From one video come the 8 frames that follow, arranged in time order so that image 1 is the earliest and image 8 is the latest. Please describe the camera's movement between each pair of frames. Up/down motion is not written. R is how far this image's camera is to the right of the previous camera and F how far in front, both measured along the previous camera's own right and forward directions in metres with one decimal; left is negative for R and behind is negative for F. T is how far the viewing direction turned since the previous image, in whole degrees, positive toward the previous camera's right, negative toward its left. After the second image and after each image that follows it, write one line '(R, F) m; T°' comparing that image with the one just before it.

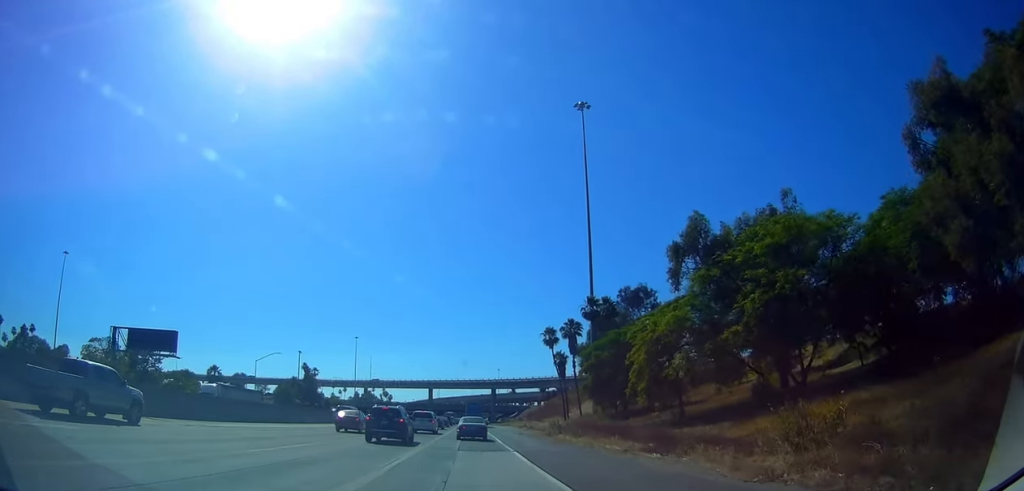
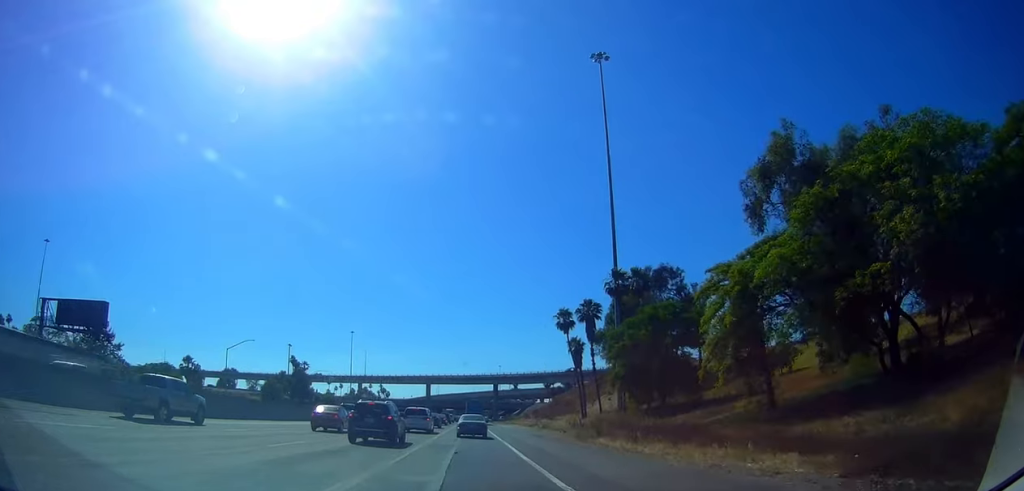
(0.0, +13.0) m; +2°
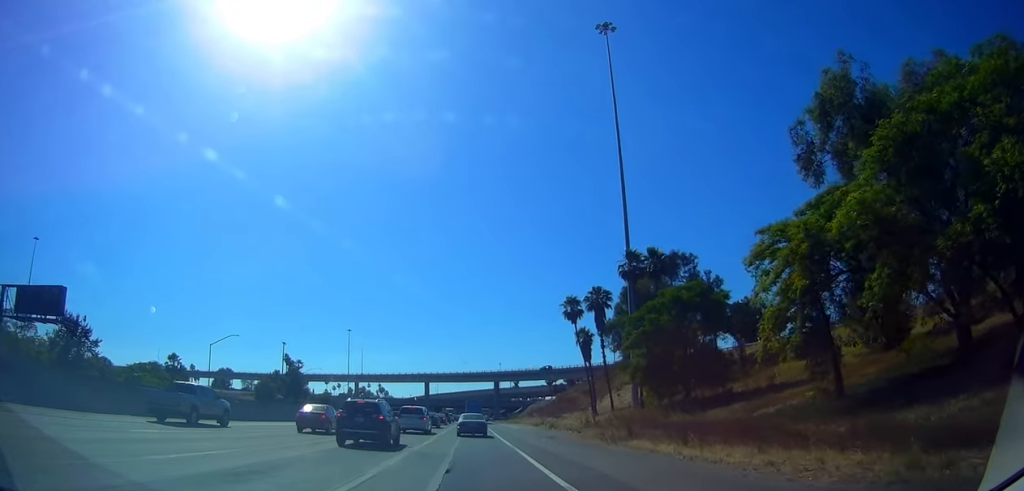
(+0.2, +6.4) m; +1°
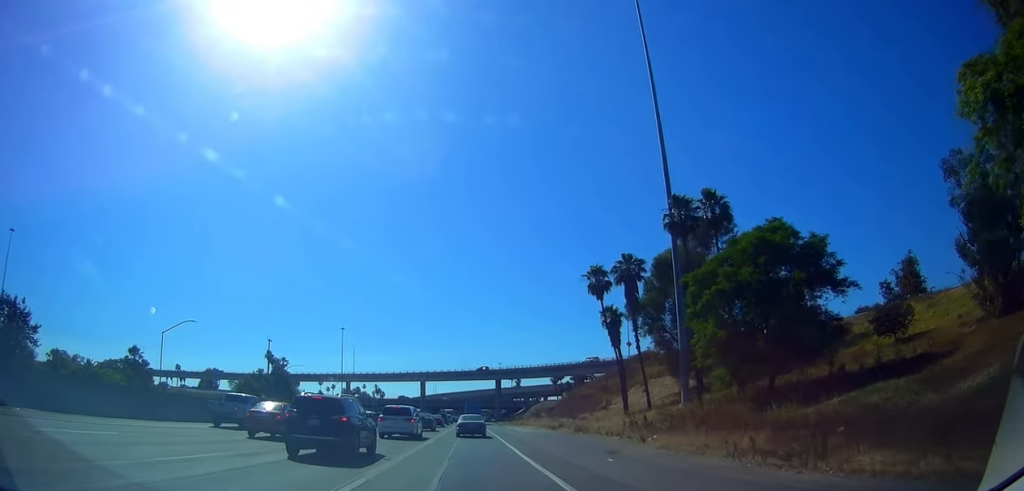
(-0.1, +15.1) m; 0°
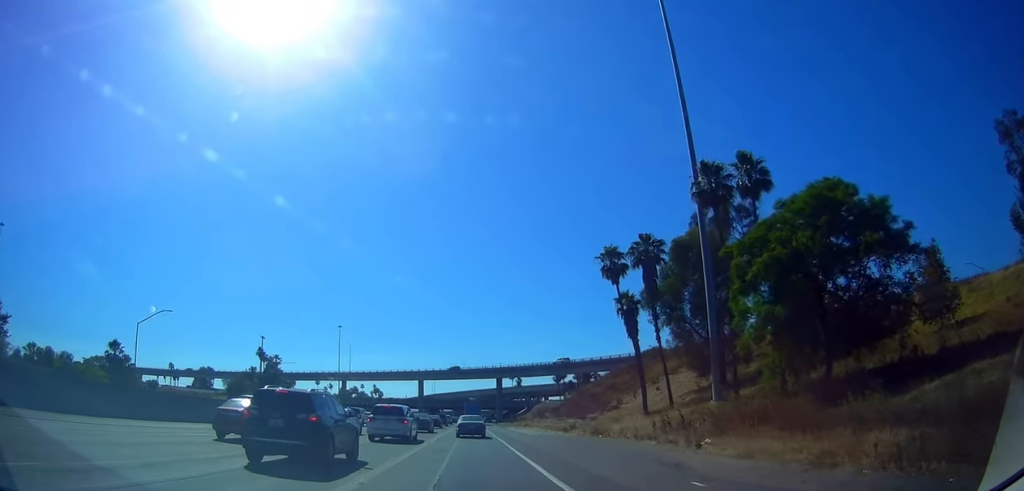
(0.0, +6.3) m; -1°
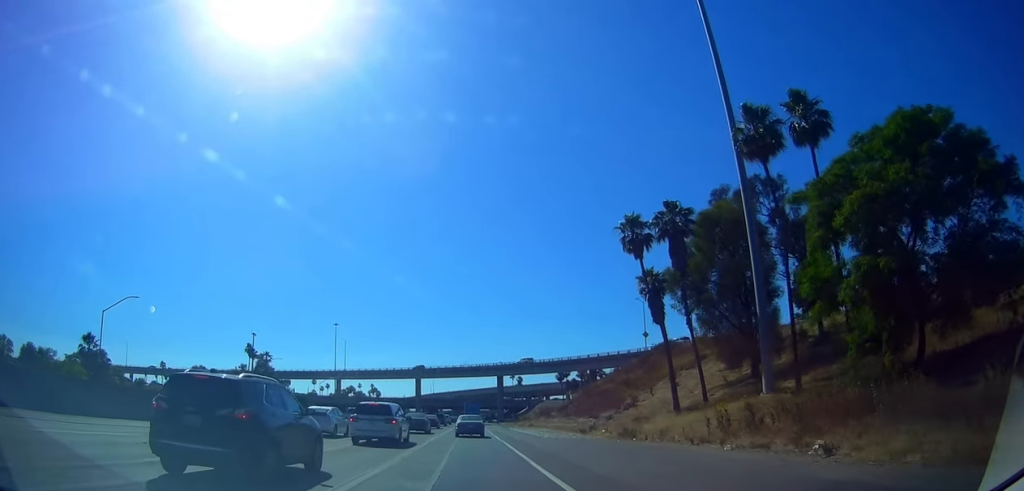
(+0.3, +7.3) m; -2°
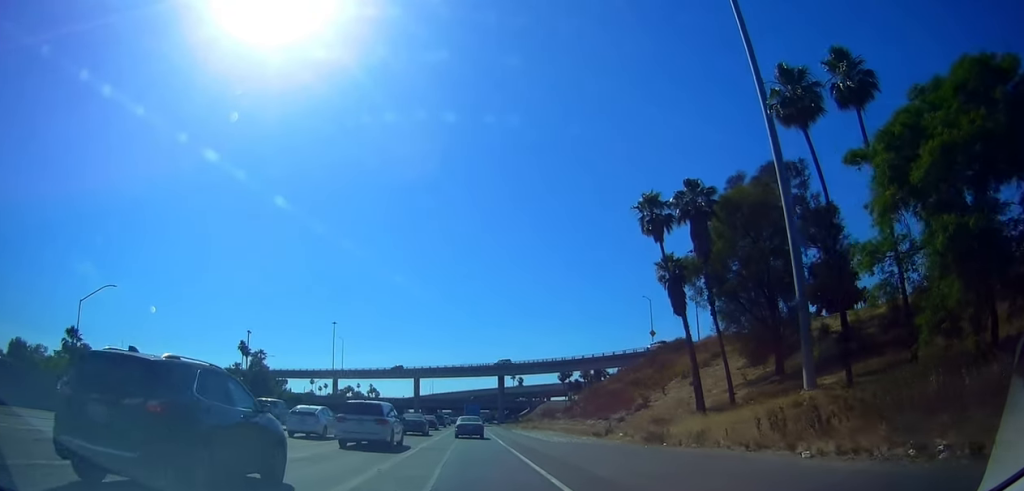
(-0.3, +4.4) m; -1°
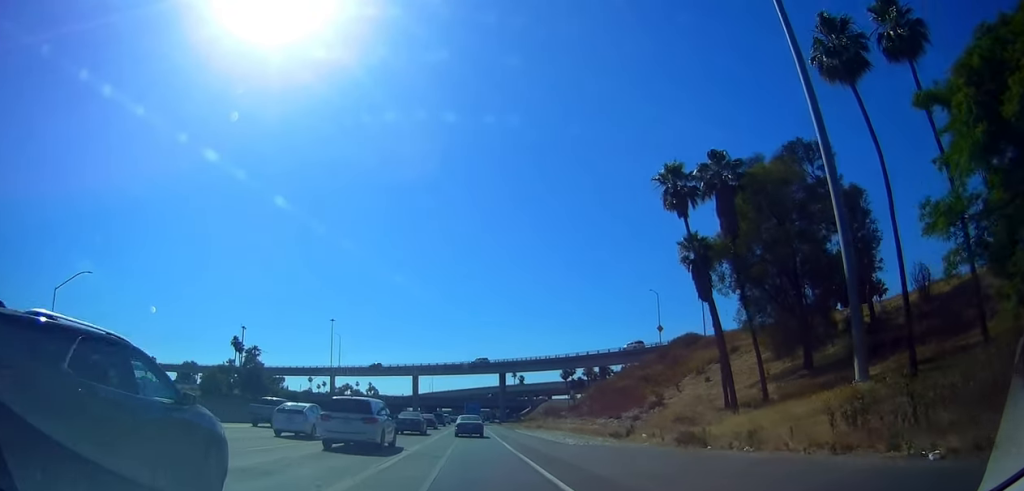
(-0.3, +4.4) m; -1°
